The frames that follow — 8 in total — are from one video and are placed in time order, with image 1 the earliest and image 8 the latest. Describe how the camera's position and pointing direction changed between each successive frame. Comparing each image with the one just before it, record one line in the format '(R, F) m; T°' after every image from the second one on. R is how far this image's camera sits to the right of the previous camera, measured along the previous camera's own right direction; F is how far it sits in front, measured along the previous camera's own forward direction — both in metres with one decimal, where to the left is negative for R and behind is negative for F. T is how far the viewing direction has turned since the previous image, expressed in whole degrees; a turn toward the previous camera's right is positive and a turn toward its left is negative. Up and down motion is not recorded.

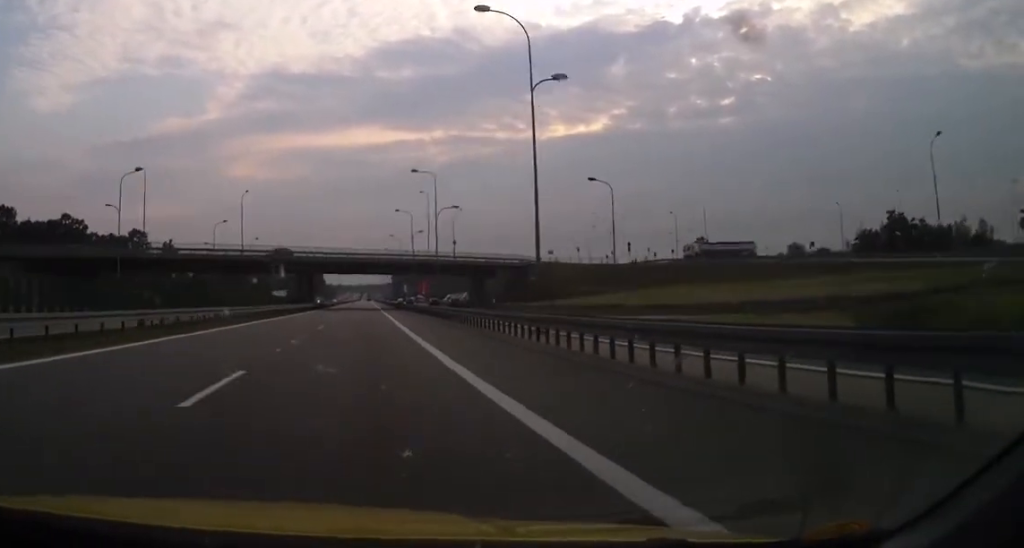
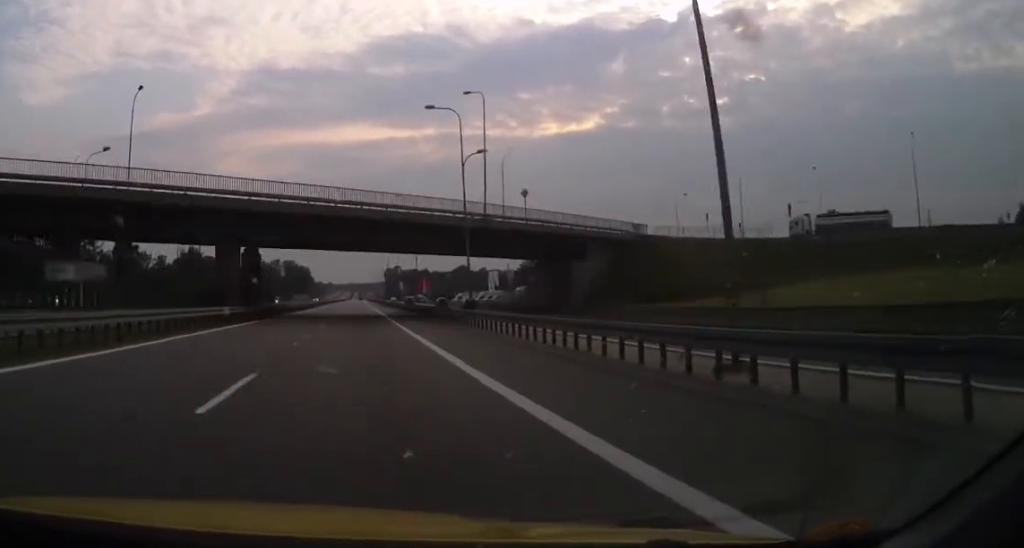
(+0.6, +46.7) m; +2°
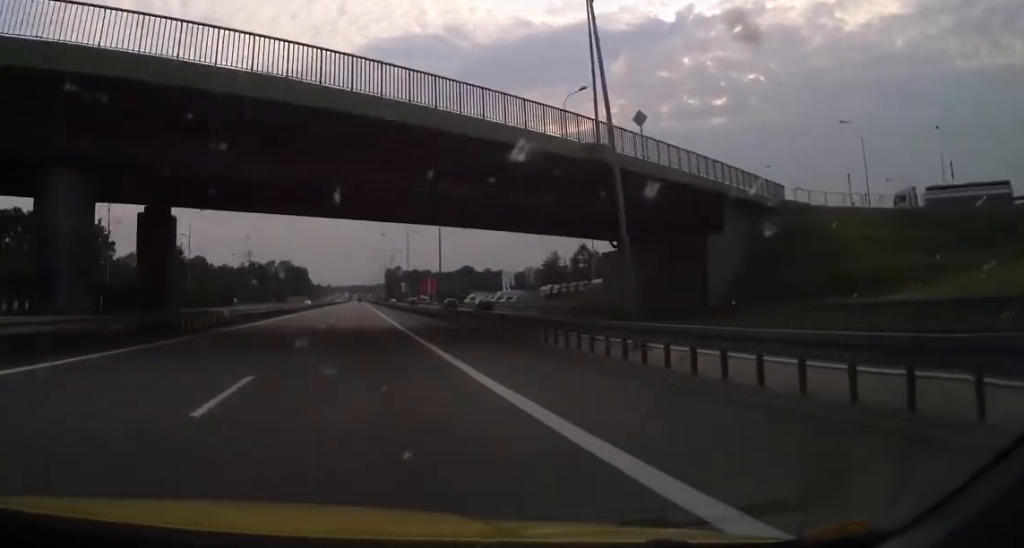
(+0.3, +23.9) m; +1°
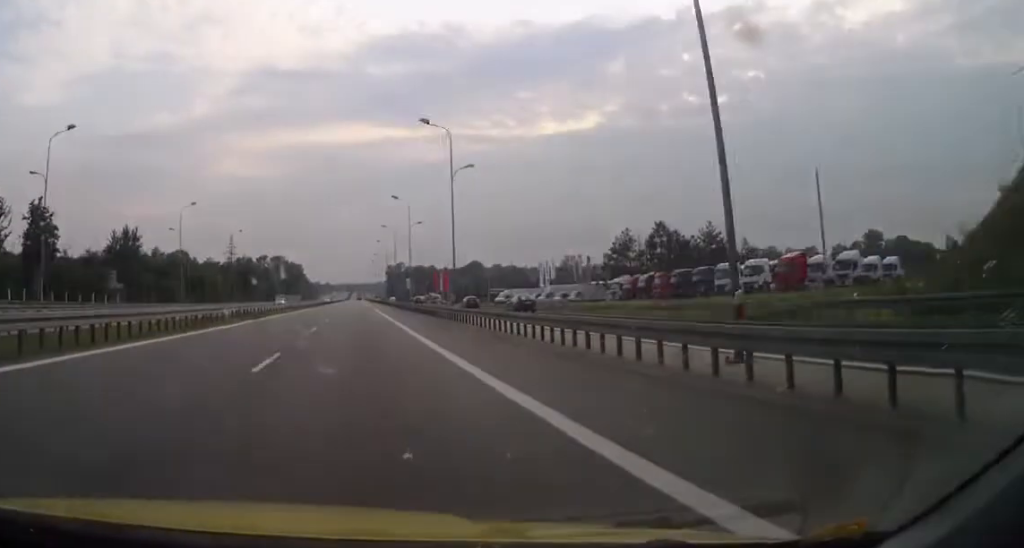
(+0.6, +43.6) m; +1°
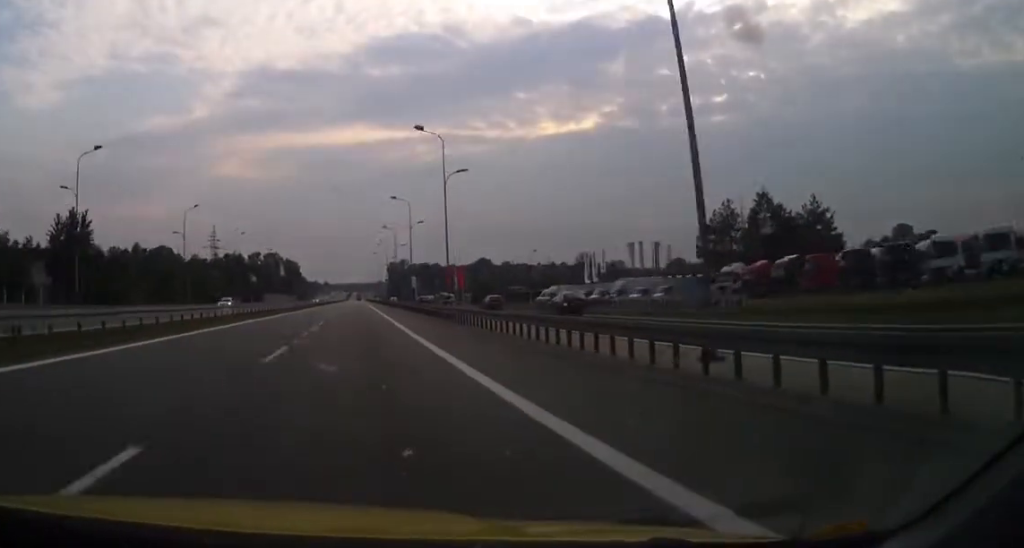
(-0.1, +33.7) m; -1°
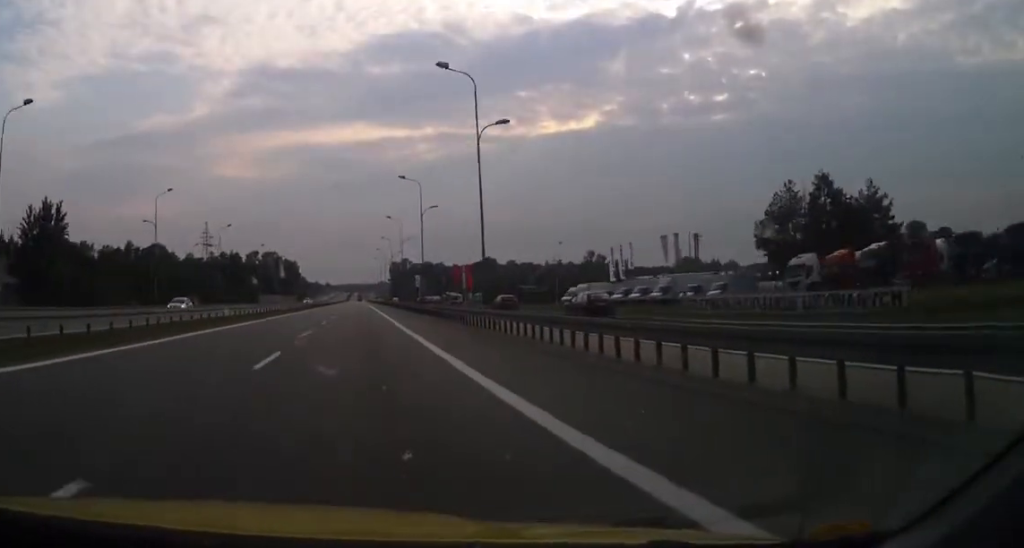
(-0.1, +14.0) m; 0°
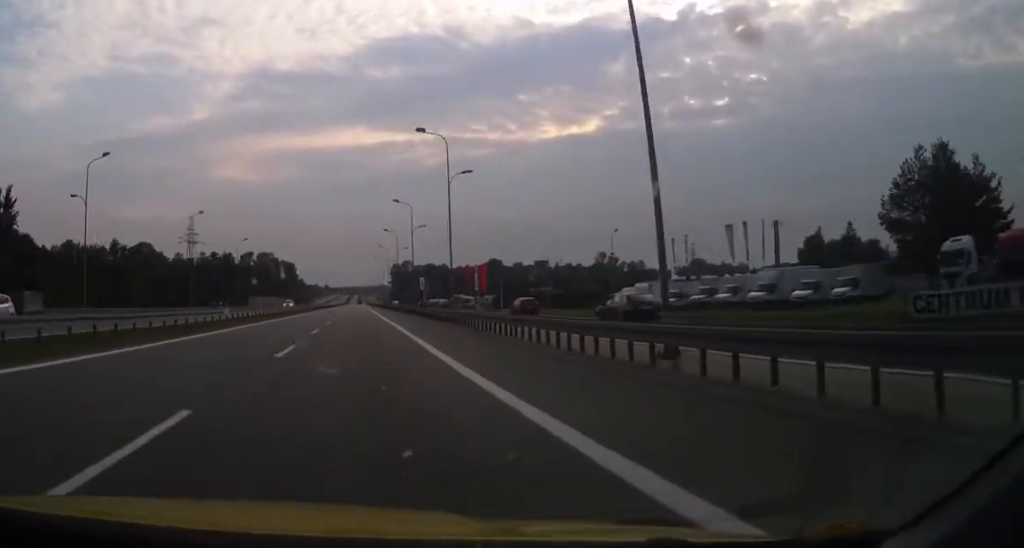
(-0.2, +21.8) m; 0°
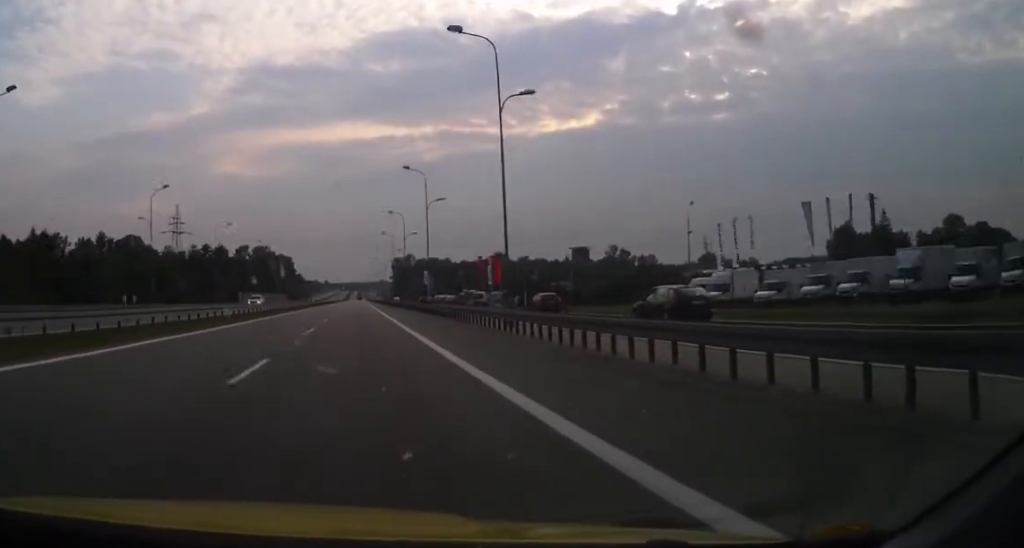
(+0.2, +19.8) m; 0°
